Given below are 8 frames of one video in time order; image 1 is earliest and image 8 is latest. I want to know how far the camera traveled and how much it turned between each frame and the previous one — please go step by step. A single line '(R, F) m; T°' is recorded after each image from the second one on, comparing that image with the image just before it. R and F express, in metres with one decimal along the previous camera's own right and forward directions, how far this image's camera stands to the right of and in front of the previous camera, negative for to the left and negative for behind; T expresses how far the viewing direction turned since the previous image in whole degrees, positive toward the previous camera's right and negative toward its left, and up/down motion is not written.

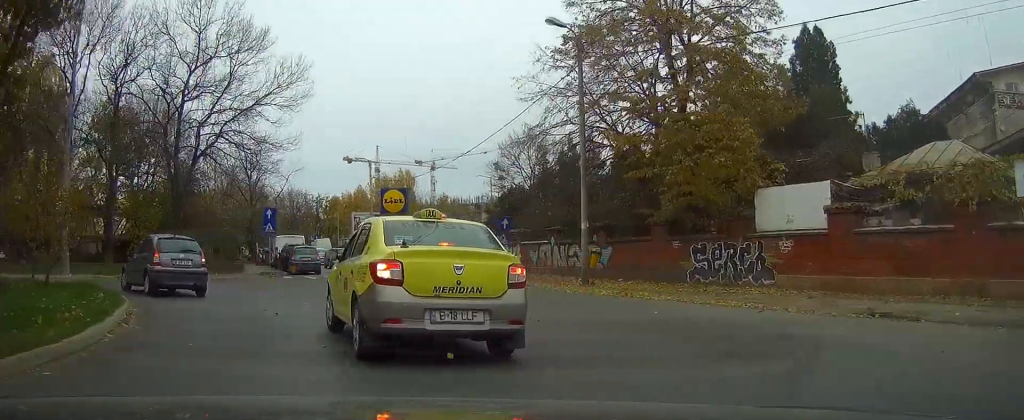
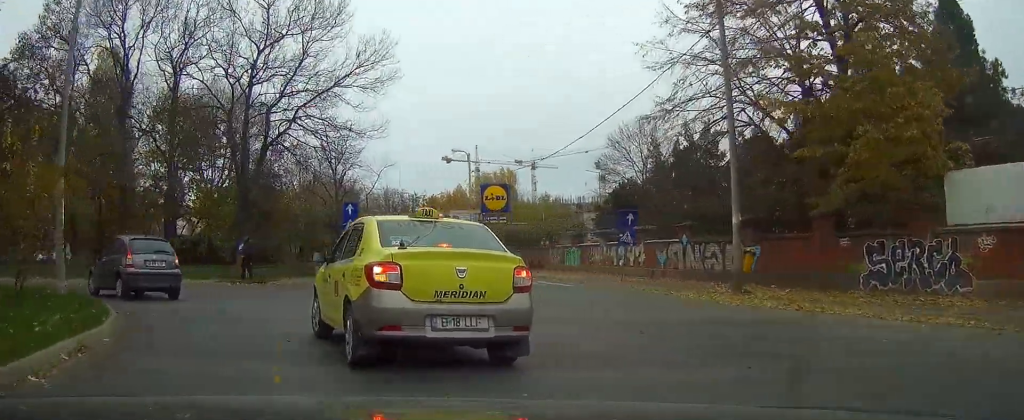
(-0.3, +4.9) m; -7°
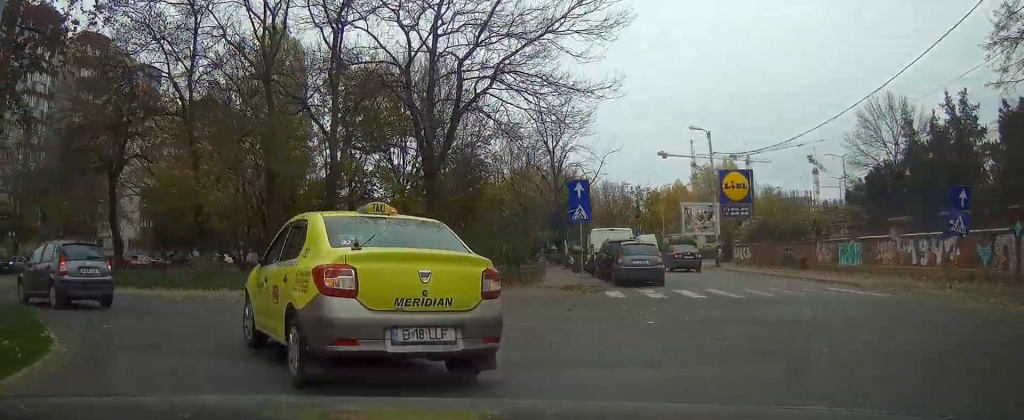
(-1.1, +8.8) m; -17°
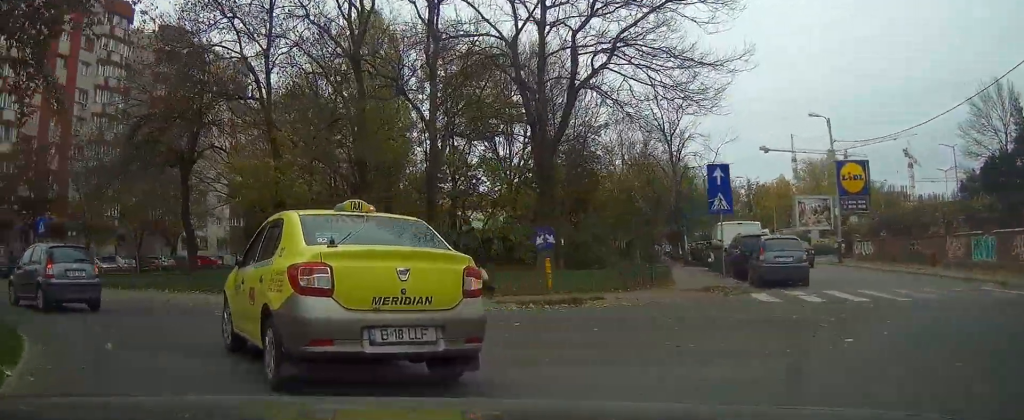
(0.0, +3.3) m; -8°
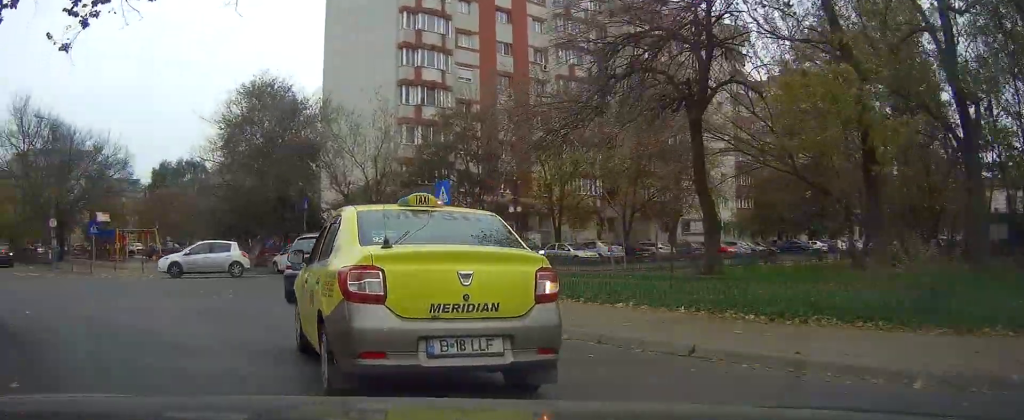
(-3.4, +11.2) m; -33°
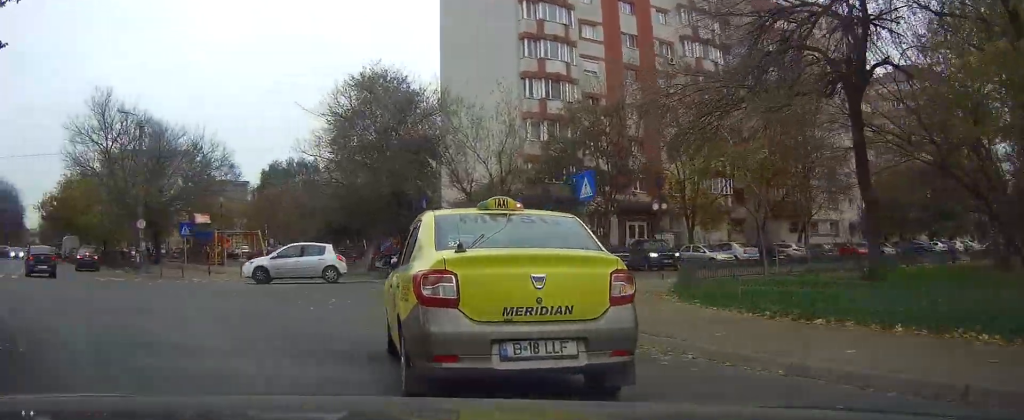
(-0.2, +2.8) m; -10°
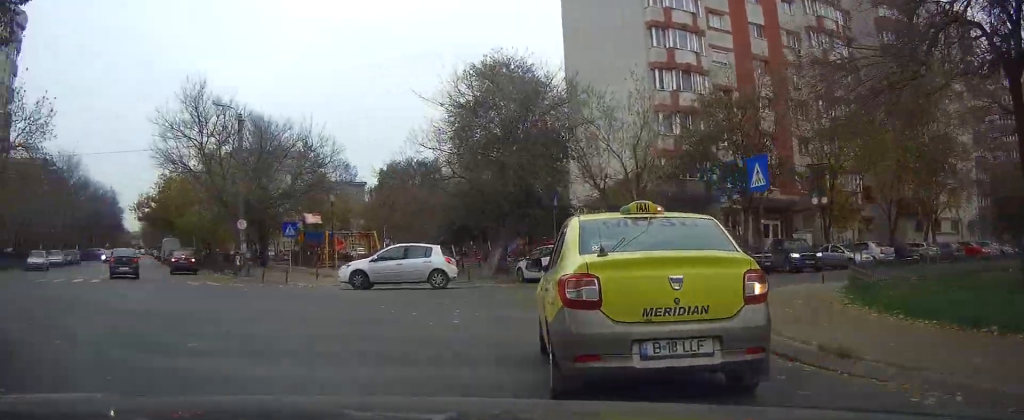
(-0.2, +2.9) m; -12°
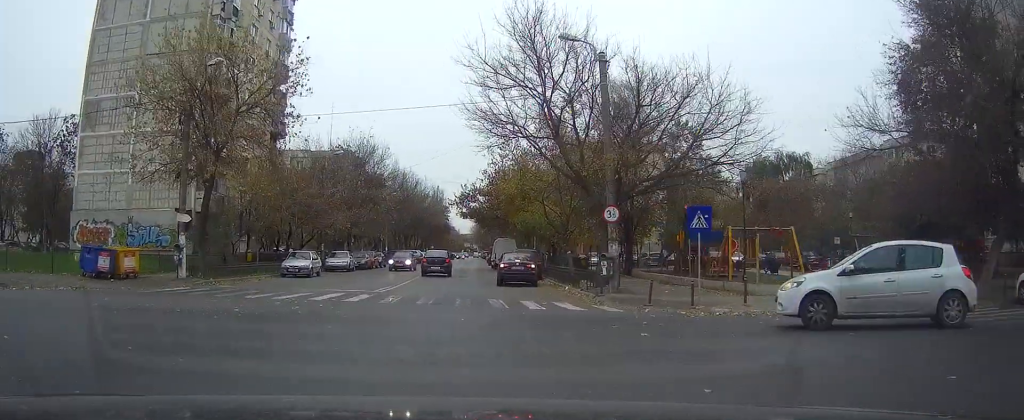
(-4.6, +10.2) m; -39°
